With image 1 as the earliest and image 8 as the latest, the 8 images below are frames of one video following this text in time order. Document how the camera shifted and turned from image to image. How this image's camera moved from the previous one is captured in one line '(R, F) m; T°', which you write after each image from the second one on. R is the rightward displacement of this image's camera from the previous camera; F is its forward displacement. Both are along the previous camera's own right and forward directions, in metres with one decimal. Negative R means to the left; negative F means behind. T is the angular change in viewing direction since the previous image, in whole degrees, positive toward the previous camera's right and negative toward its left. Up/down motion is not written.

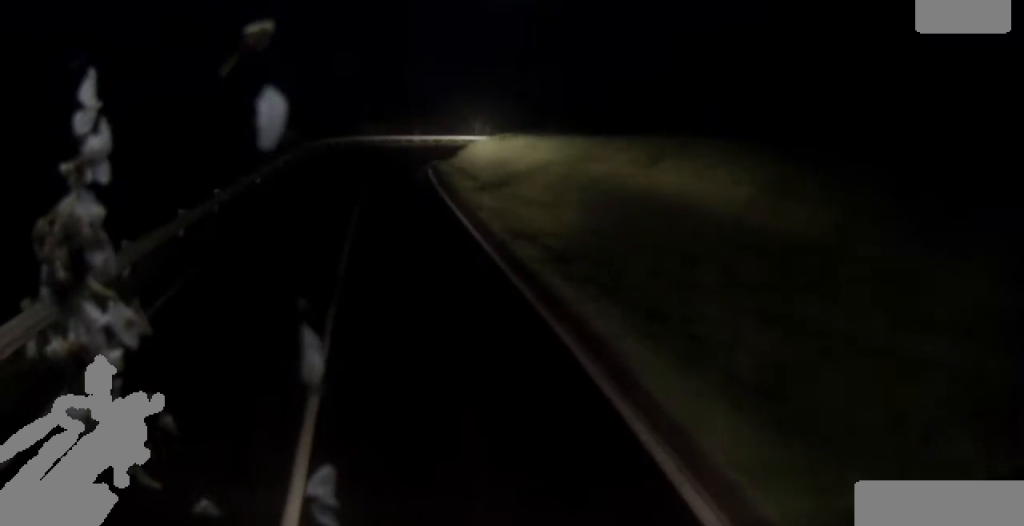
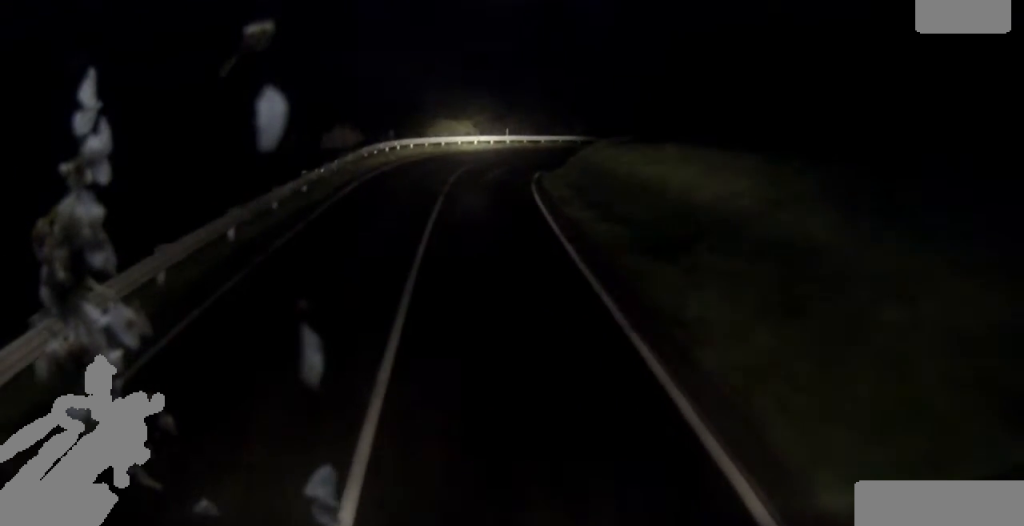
(+0.2, +12.3) m; +6°
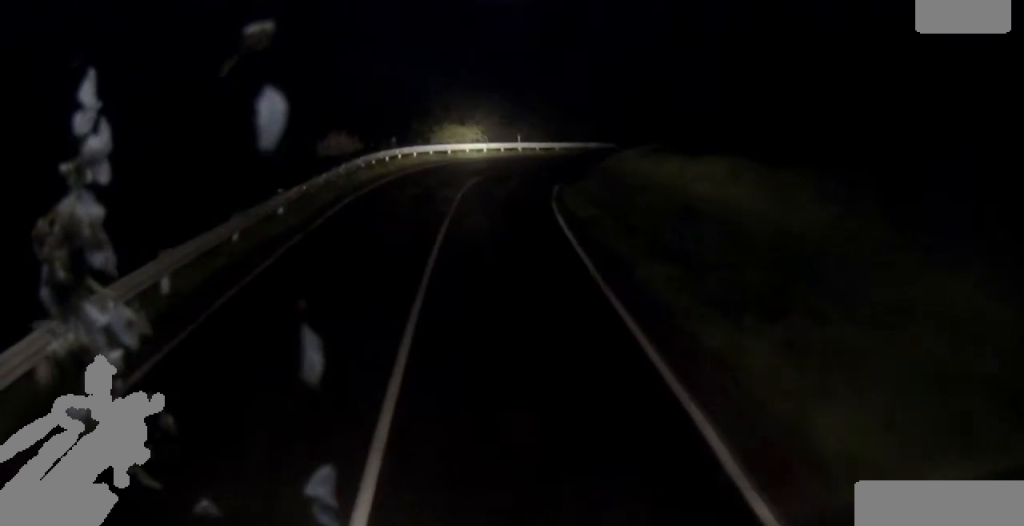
(+0.1, +4.0) m; +2°
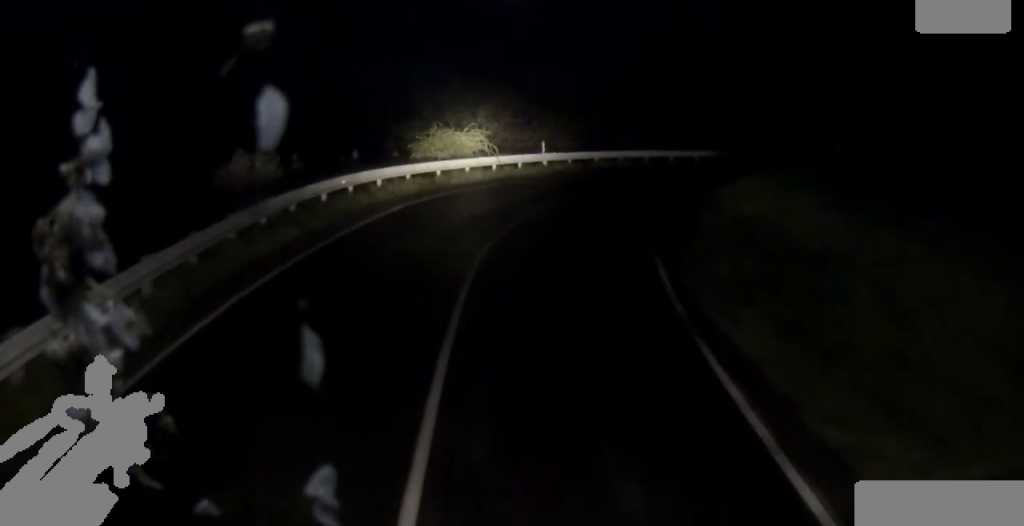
(+0.5, +16.0) m; +2°
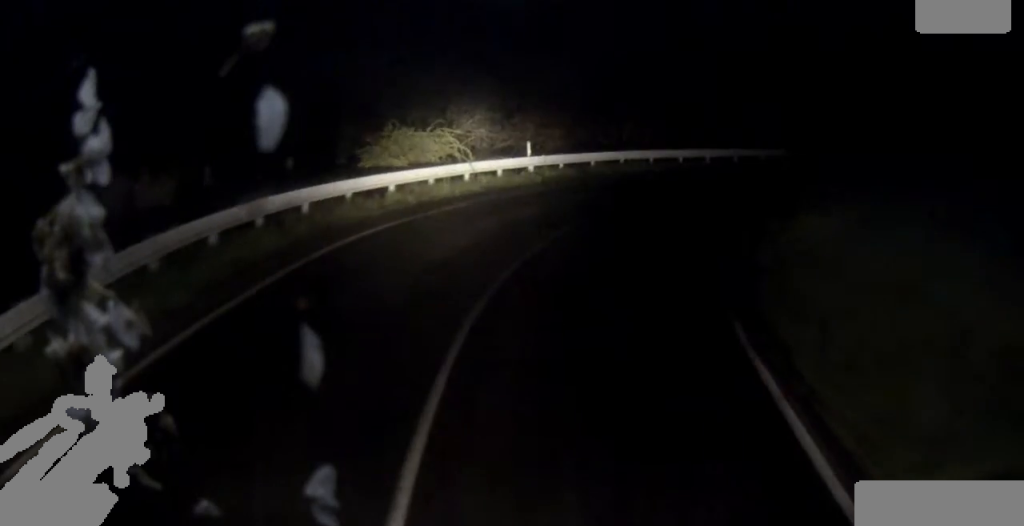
(+0.2, +7.0) m; +4°
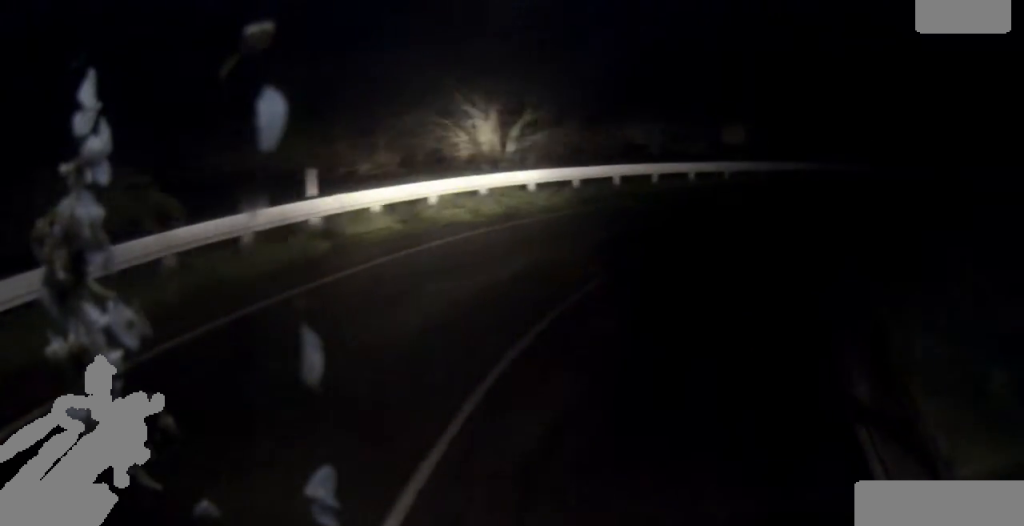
(+1.1, +14.0) m; +11°
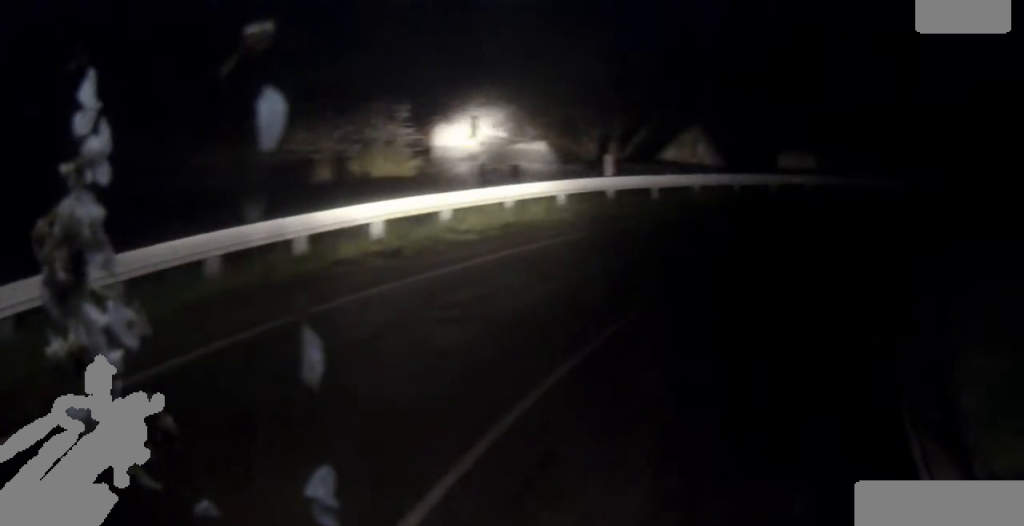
(+2.5, +13.4) m; +20°
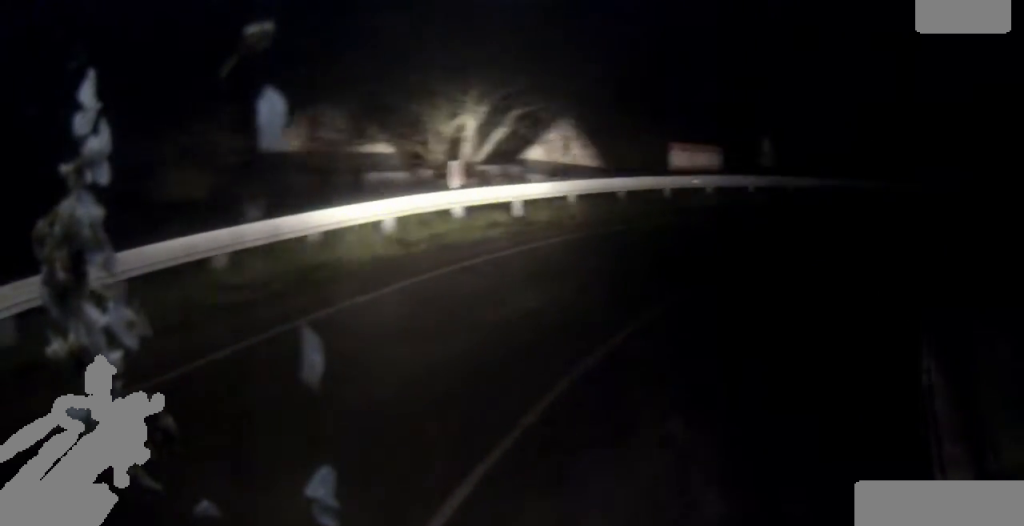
(+0.4, +5.0) m; +7°
